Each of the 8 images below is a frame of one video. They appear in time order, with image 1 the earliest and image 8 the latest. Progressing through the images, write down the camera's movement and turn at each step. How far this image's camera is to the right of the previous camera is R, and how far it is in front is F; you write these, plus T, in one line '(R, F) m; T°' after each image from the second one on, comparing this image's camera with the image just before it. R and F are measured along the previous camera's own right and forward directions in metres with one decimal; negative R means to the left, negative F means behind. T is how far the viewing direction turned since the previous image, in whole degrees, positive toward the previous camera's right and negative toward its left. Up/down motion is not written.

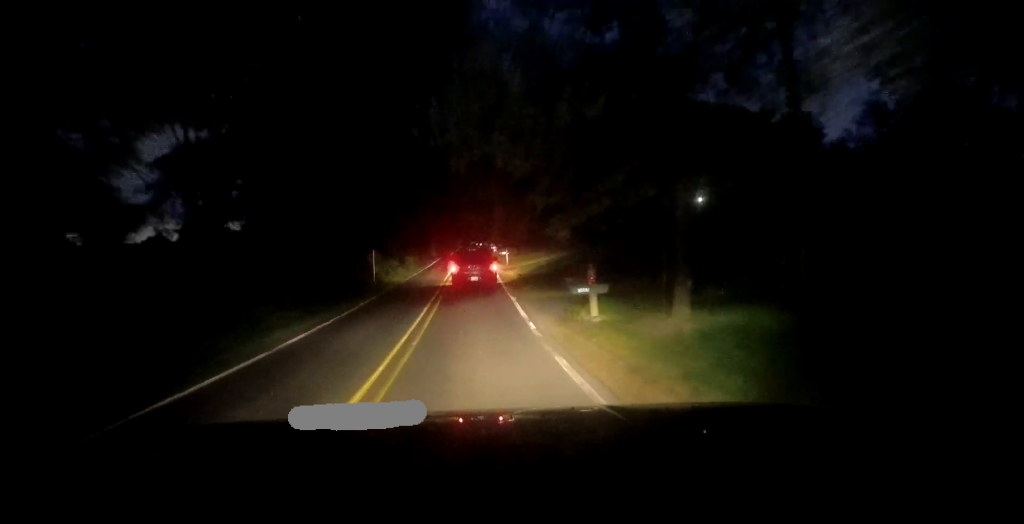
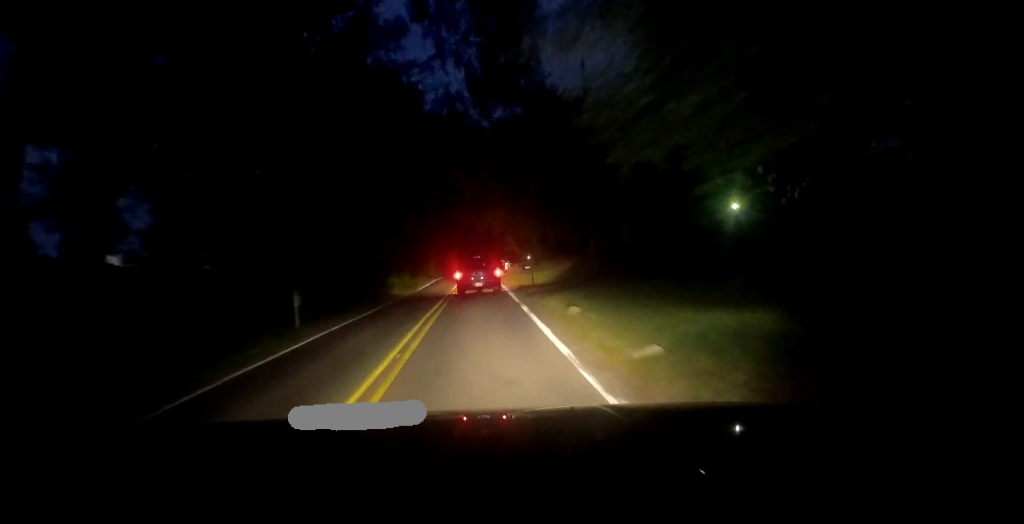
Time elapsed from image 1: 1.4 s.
(-0.9, +16.8) m; -3°
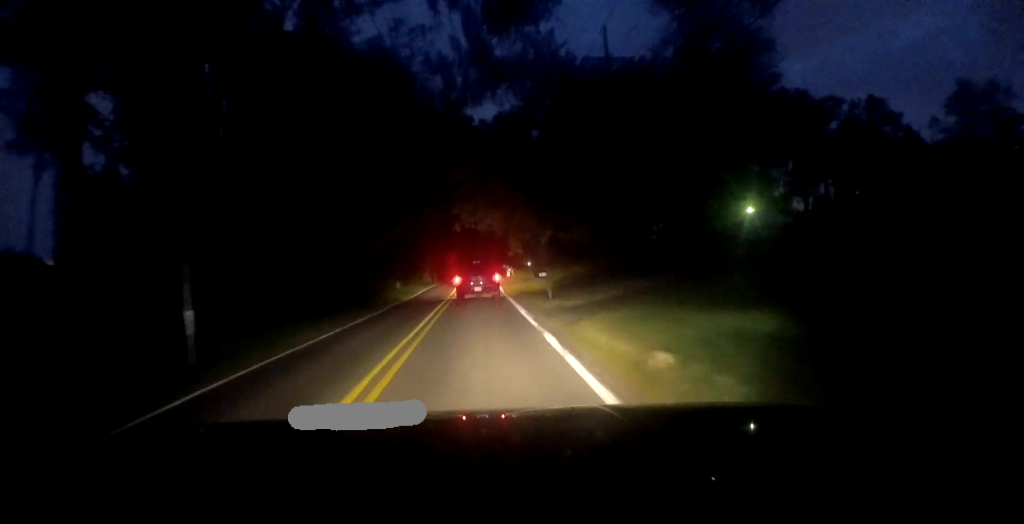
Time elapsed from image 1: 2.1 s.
(+0.3, +7.6) m; -2°
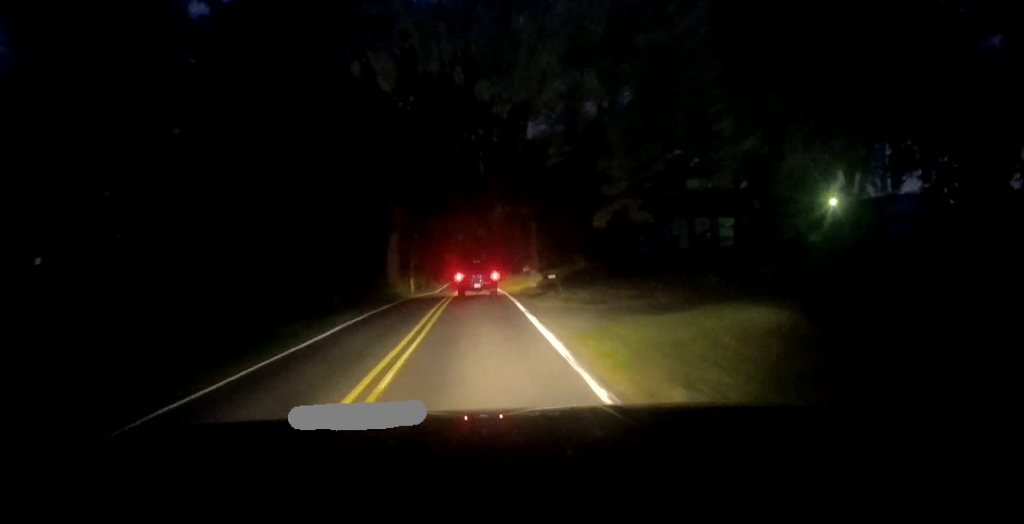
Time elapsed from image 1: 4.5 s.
(-0.8, +29.4) m; +2°
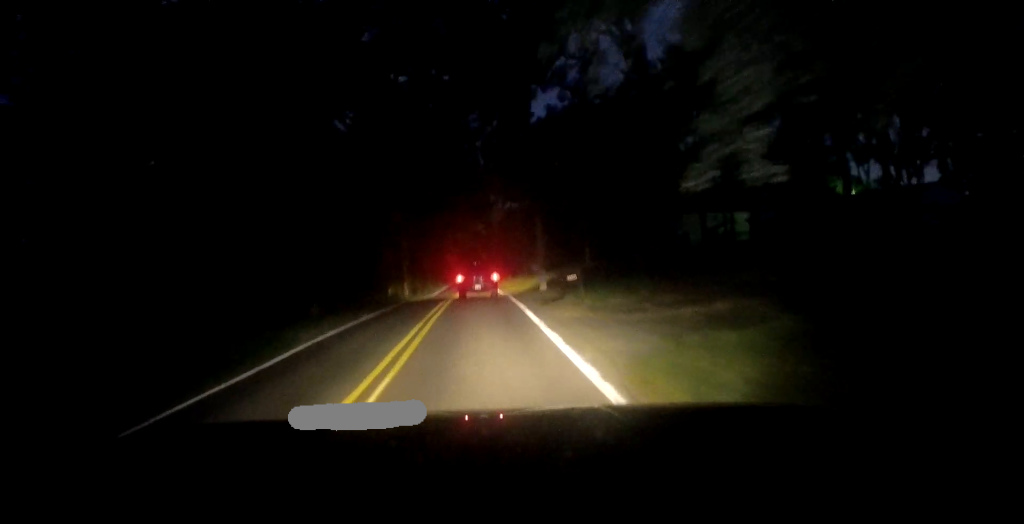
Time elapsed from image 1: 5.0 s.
(-0.1, +5.2) m; +1°
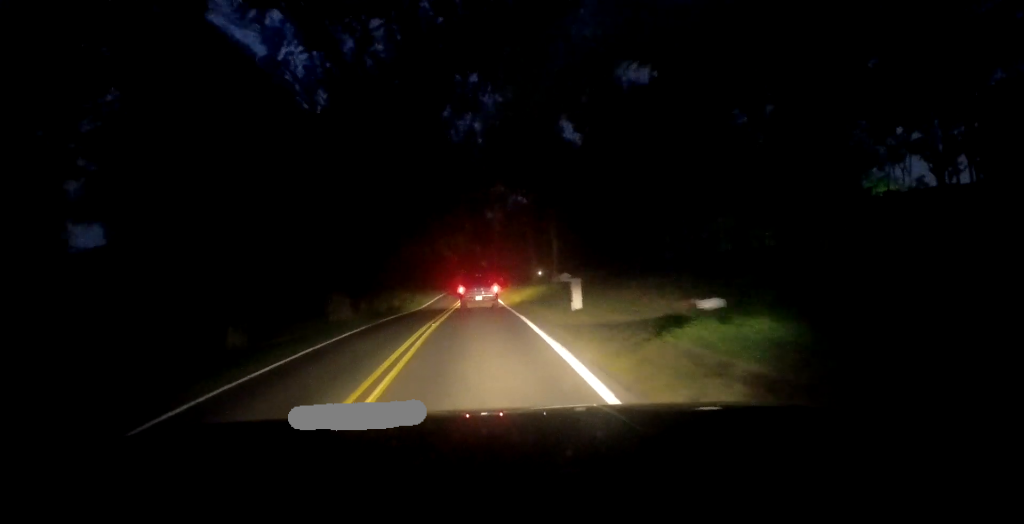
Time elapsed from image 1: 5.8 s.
(+0.4, +10.4) m; 0°
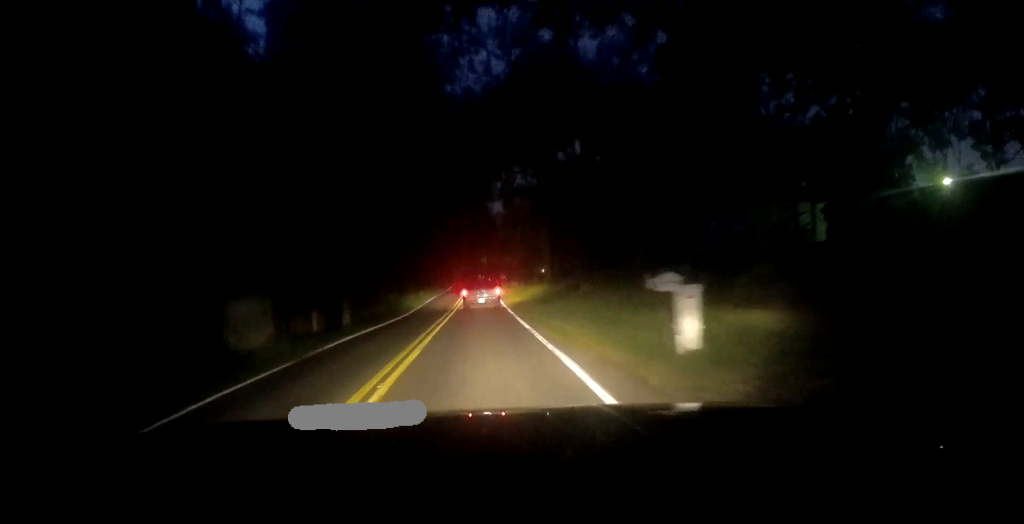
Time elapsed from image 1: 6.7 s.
(-0.3, +10.6) m; 0°
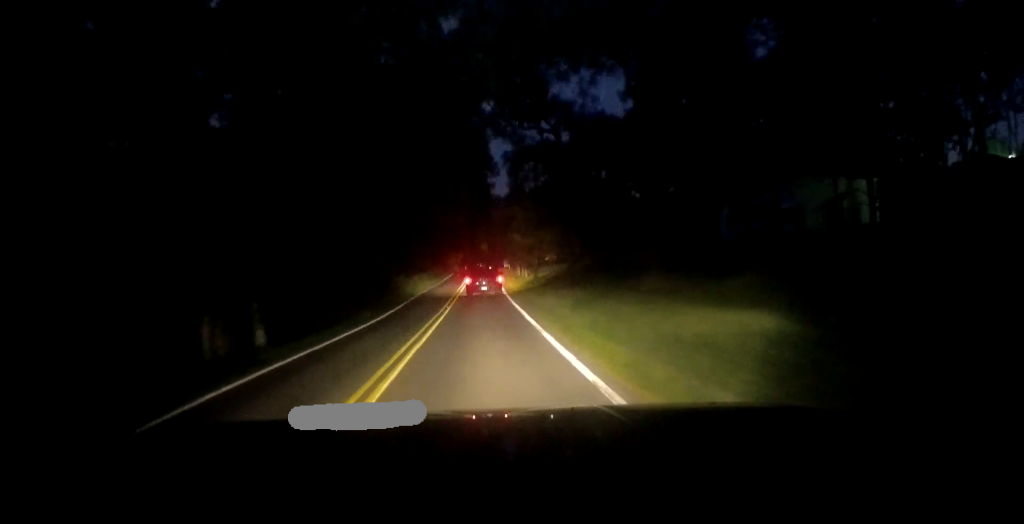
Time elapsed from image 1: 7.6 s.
(+0.2, +10.7) m; +2°
